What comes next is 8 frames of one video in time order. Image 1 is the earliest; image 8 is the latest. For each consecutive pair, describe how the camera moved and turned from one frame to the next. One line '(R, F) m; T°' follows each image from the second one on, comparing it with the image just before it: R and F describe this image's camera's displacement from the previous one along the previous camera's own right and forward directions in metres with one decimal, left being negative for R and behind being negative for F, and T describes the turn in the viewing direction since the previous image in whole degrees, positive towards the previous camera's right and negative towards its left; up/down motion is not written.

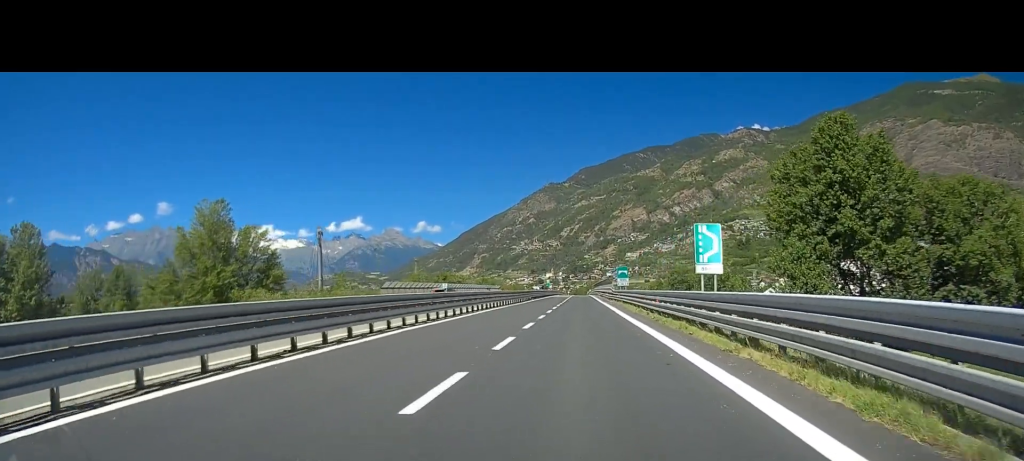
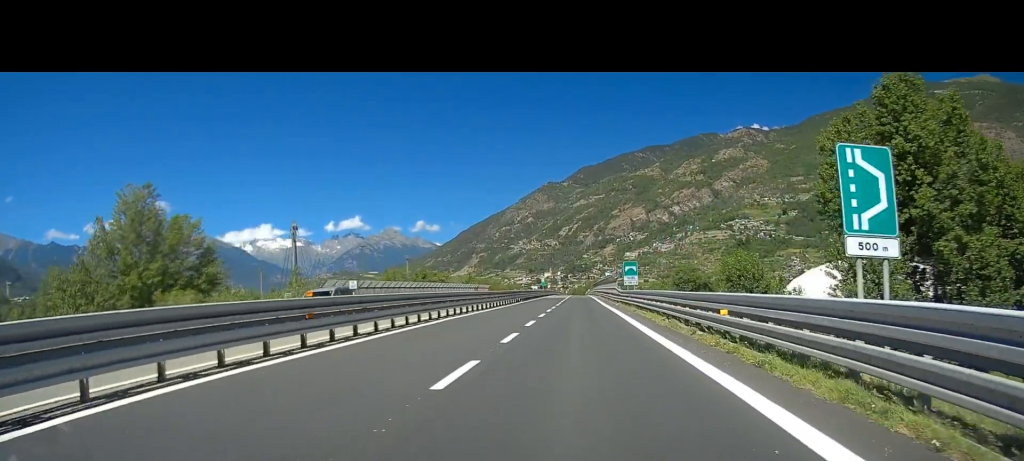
(+0.2, +12.6) m; 0°
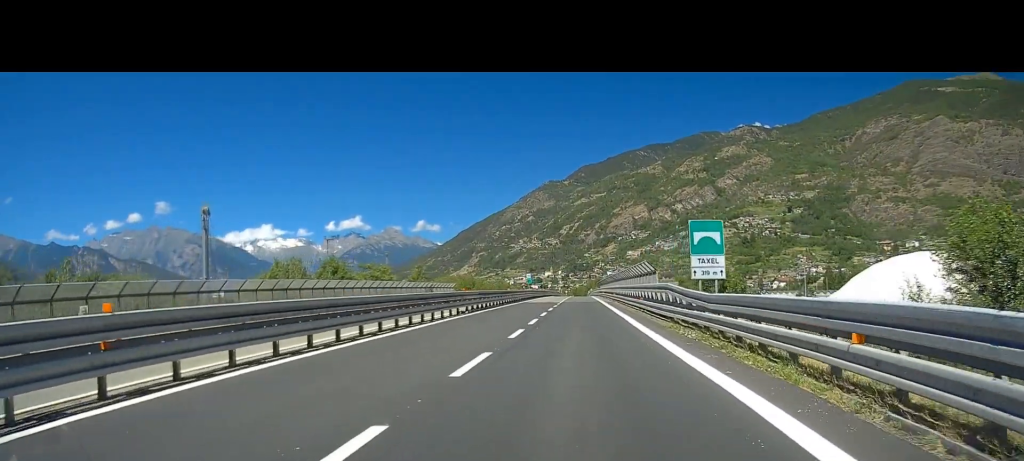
(-0.5, +33.7) m; -1°
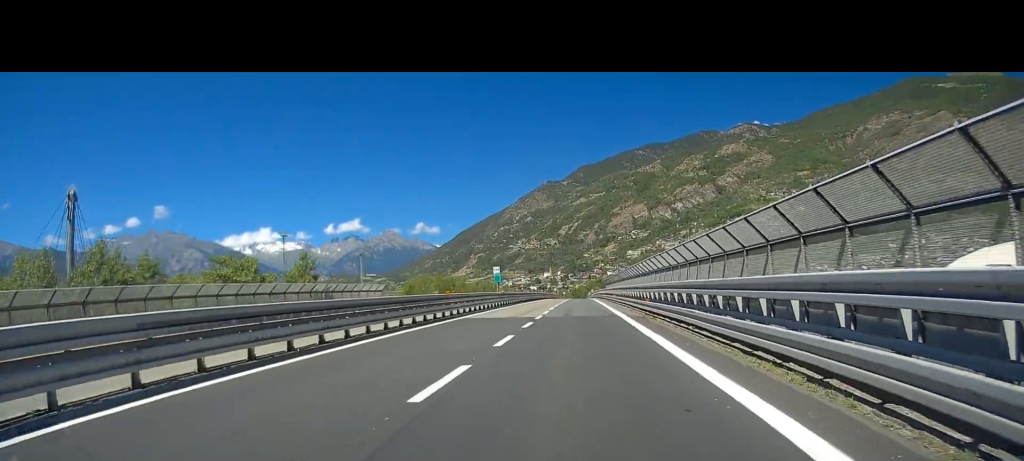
(0.0, +30.4) m; 0°
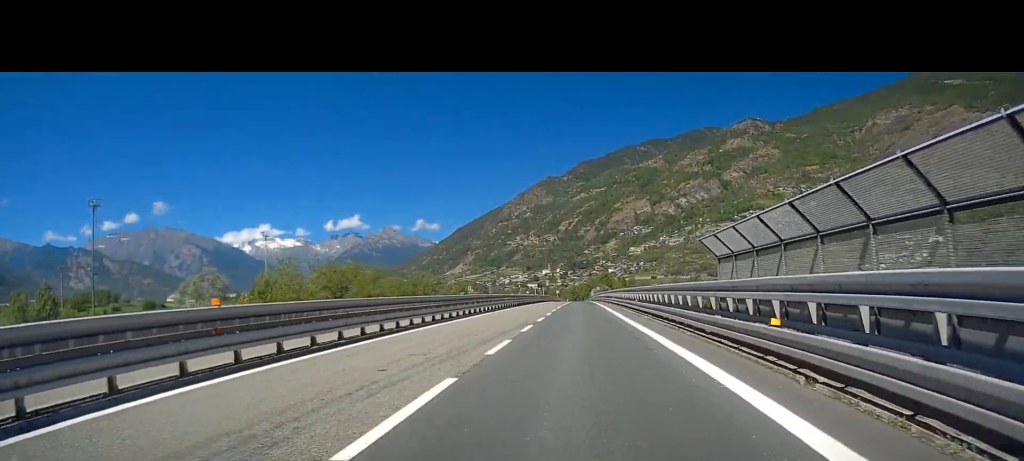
(+1.1, +74.6) m; 0°
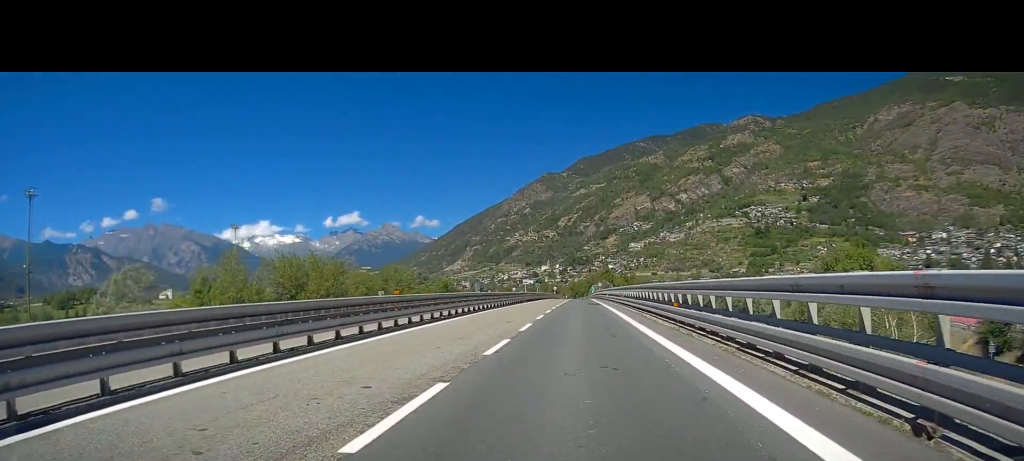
(-0.2, +15.3) m; -1°
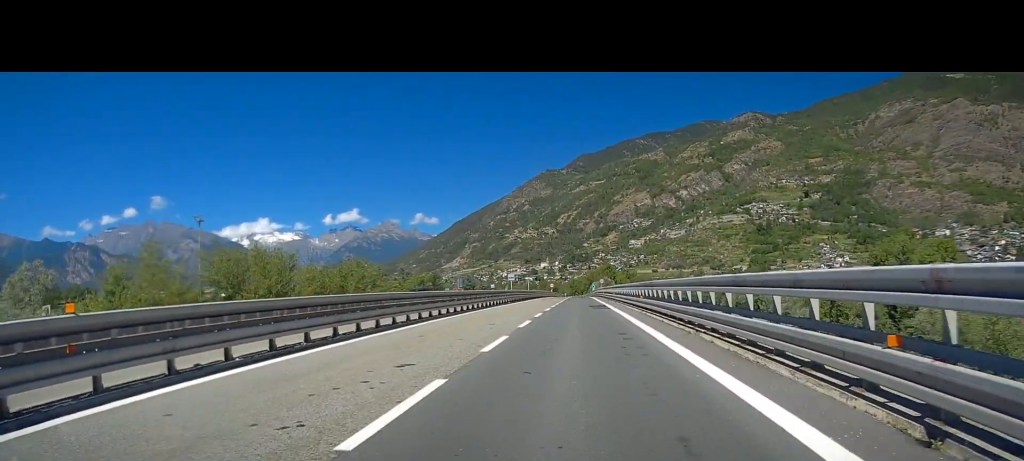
(0.0, +14.8) m; +1°
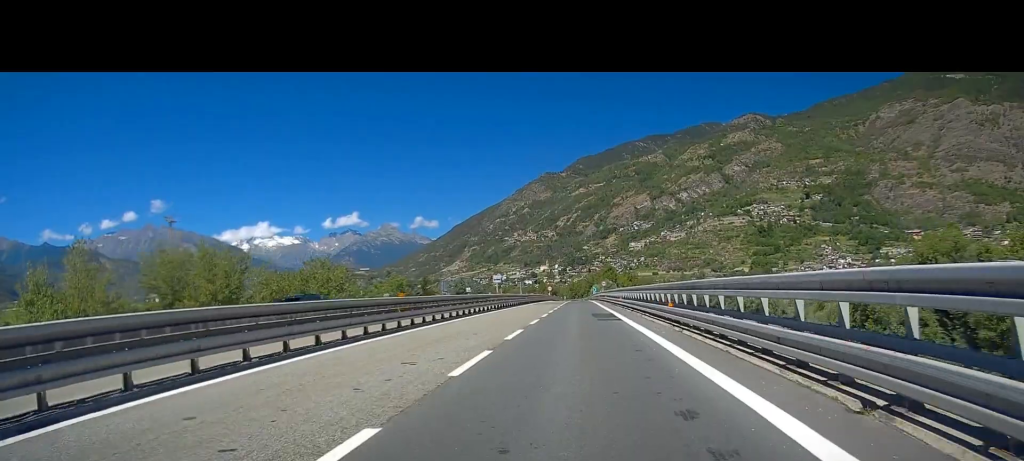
(-0.1, +10.6) m; 0°
